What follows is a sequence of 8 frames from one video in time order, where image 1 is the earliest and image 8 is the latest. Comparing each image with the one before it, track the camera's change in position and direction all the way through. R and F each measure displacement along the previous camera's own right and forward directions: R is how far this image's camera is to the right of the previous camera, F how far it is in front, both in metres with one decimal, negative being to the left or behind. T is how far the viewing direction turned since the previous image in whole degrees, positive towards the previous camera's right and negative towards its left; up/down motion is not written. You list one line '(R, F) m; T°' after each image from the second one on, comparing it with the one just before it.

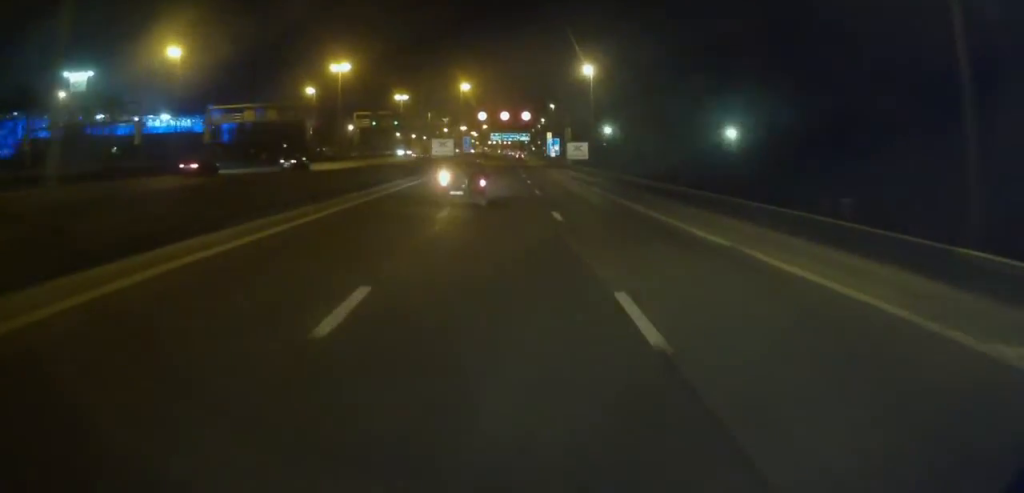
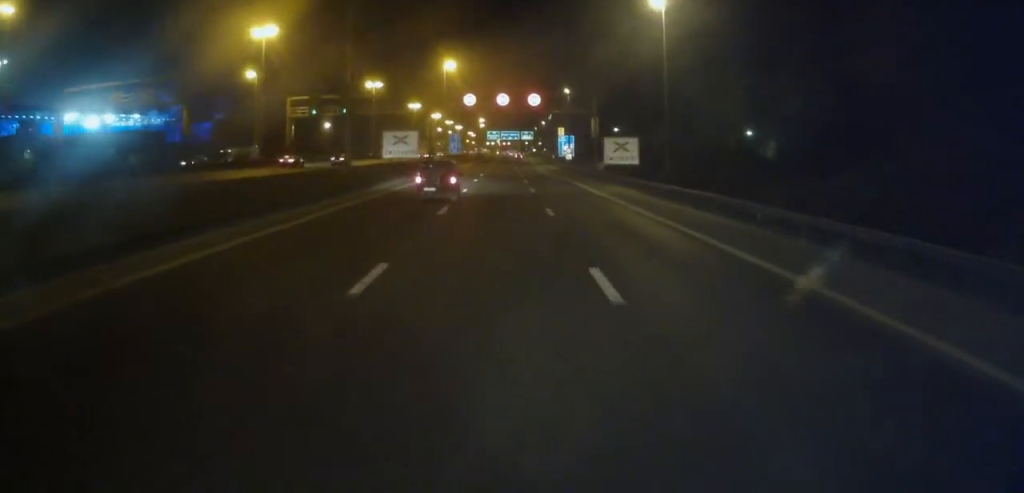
(-0.2, +35.7) m; 0°
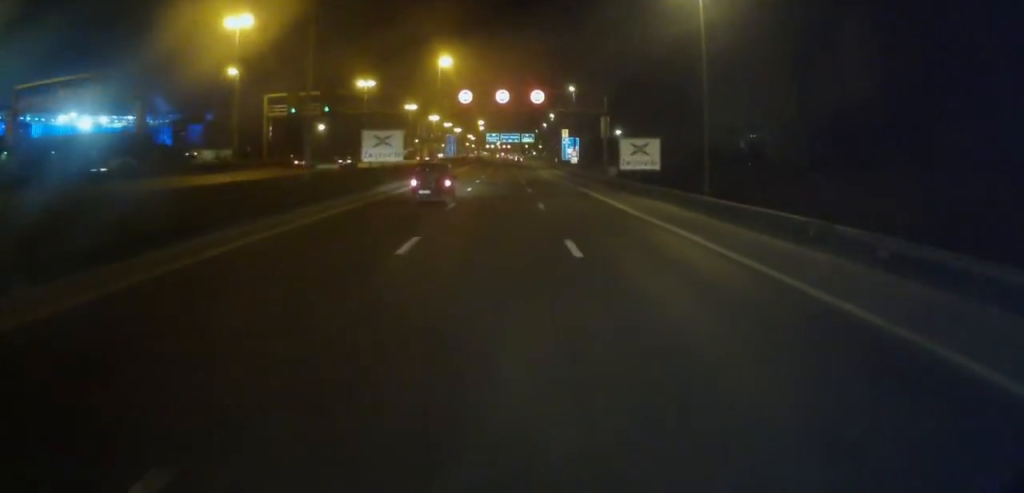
(-0.1, +8.0) m; +1°
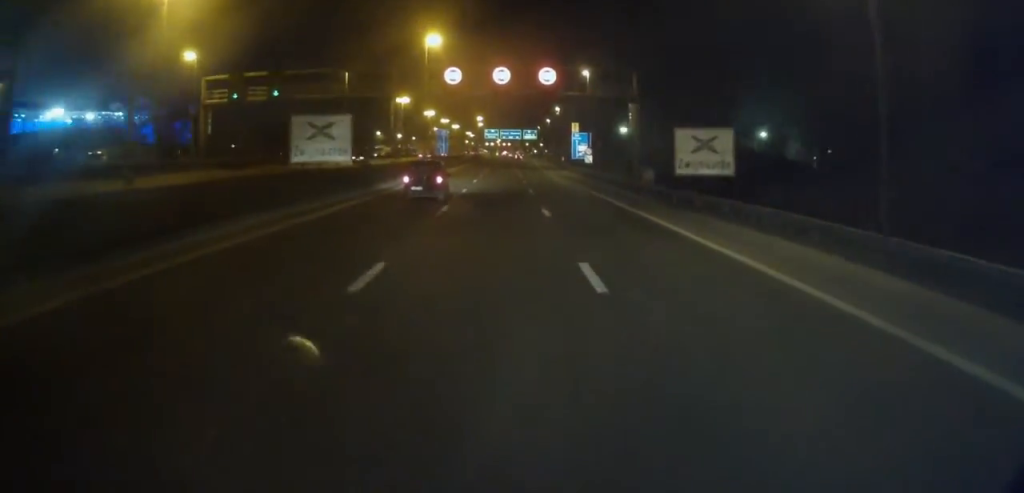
(+0.2, +16.4) m; 0°
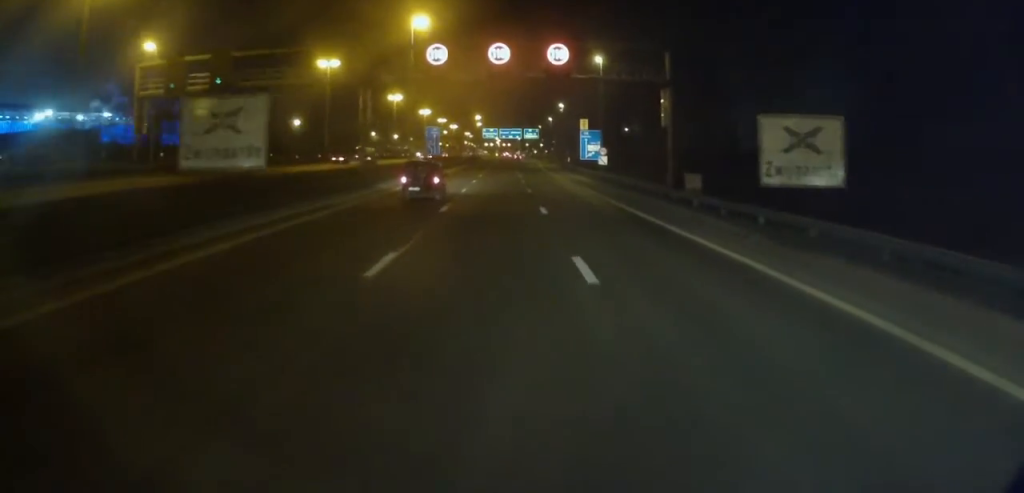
(0.0, +11.6) m; 0°
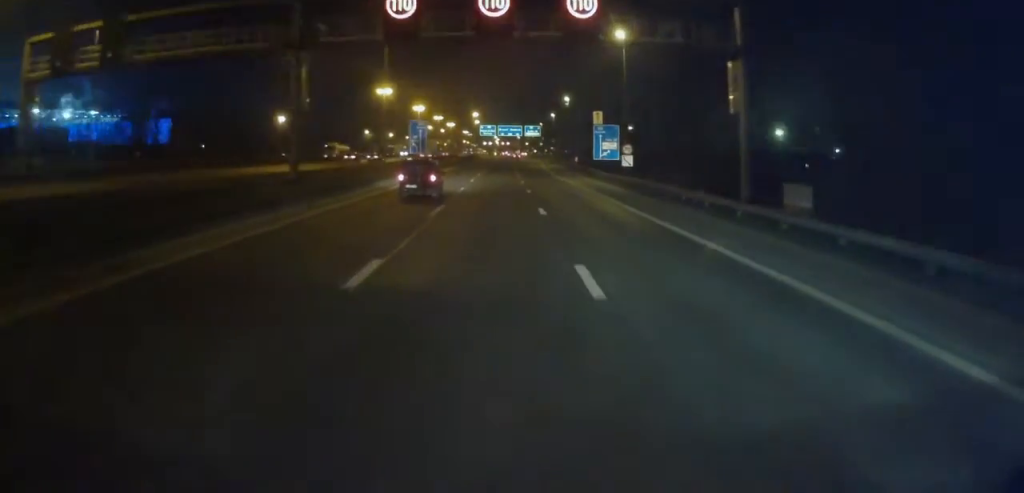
(-0.1, +13.6) m; -1°
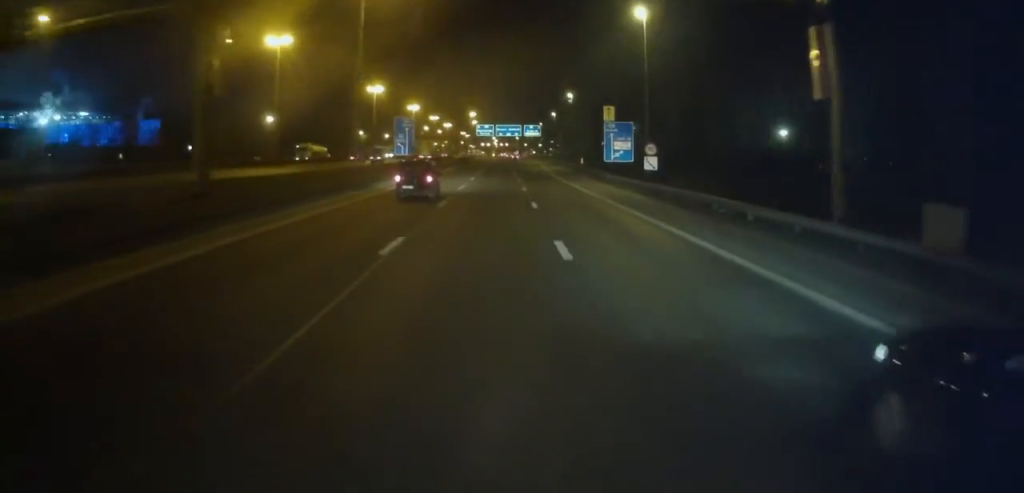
(0.0, +9.0) m; 0°
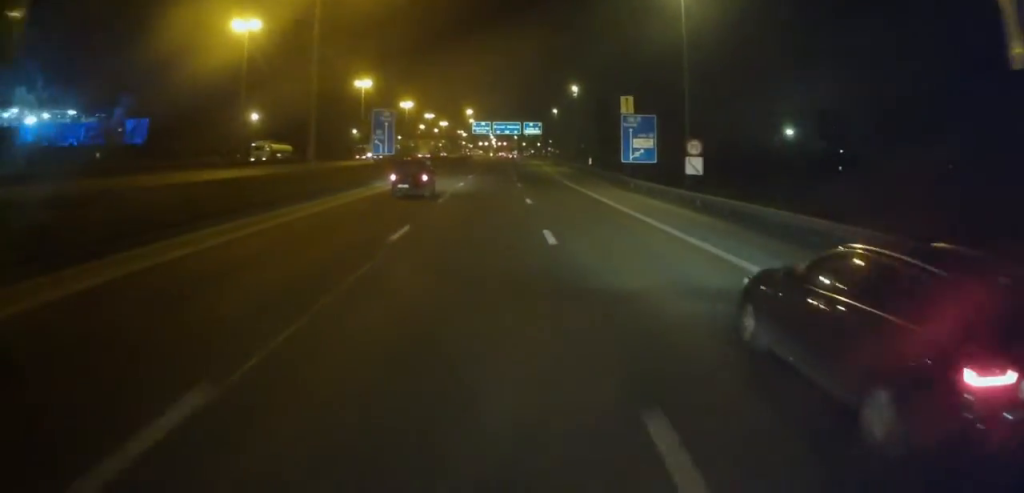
(0.0, +10.4) m; 0°
